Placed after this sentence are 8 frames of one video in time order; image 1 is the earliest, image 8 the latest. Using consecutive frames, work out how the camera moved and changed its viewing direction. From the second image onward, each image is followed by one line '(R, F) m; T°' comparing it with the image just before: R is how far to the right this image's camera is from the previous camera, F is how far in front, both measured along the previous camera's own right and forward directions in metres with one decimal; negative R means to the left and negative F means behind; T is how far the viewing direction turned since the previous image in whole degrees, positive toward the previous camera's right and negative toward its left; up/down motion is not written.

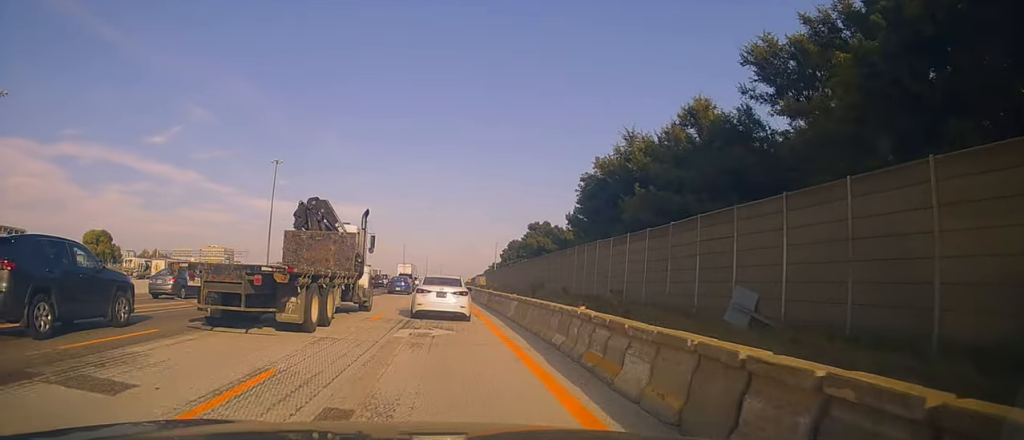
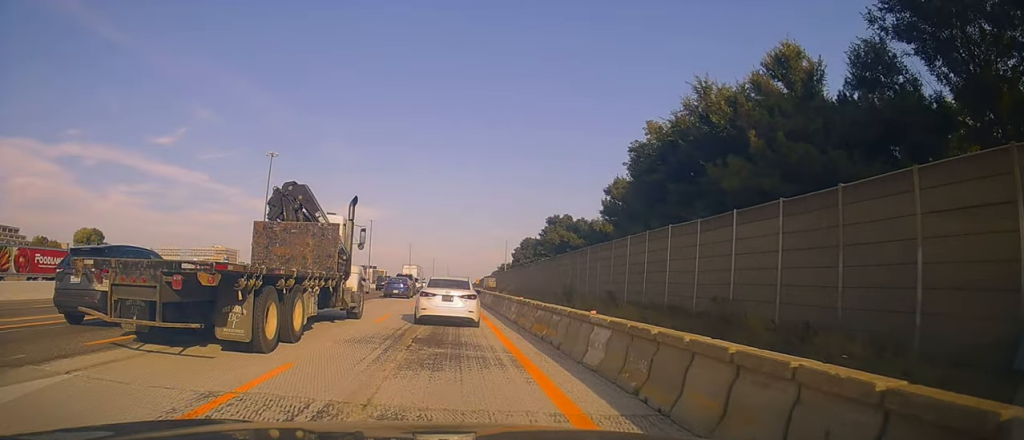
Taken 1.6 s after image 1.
(-0.1, +12.8) m; -5°
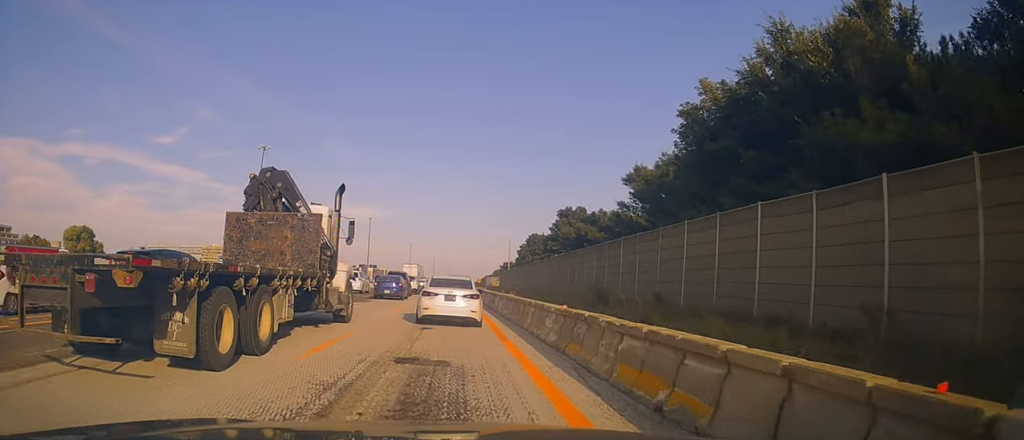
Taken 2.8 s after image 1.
(-0.5, +8.3) m; -1°
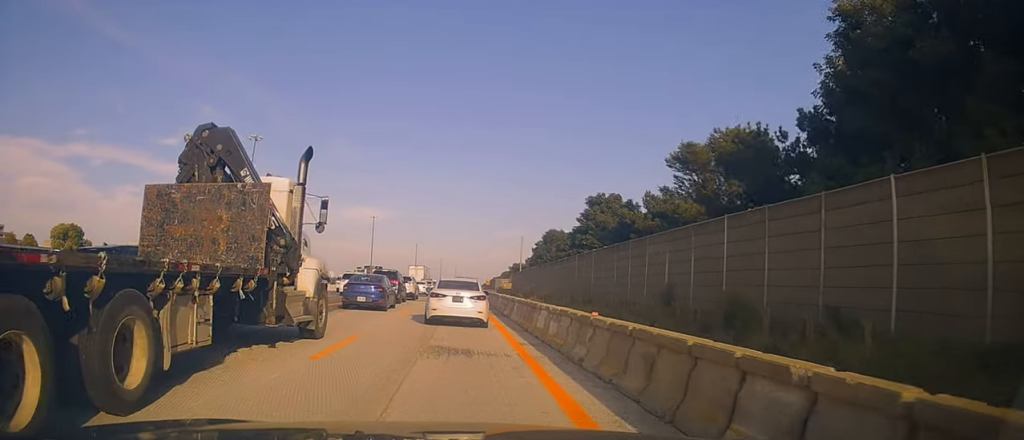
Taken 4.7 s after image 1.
(+0.5, +12.0) m; 0°
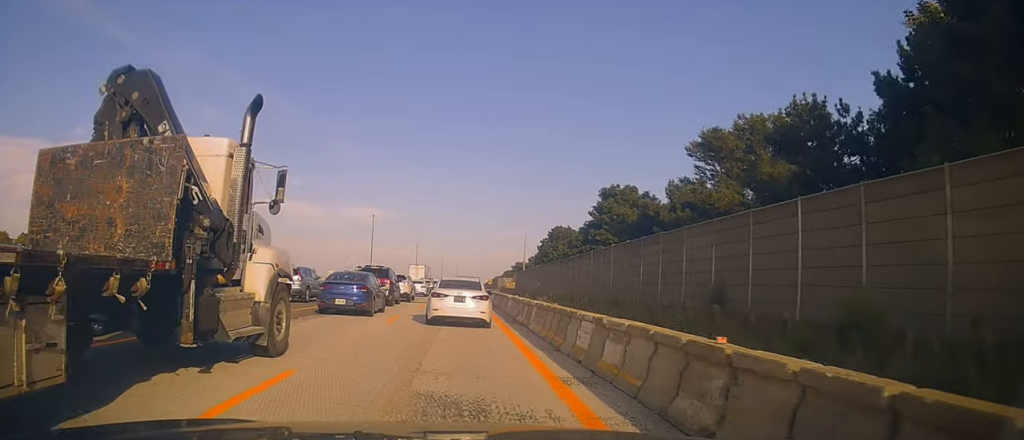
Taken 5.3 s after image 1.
(-0.2, +4.4) m; -3°
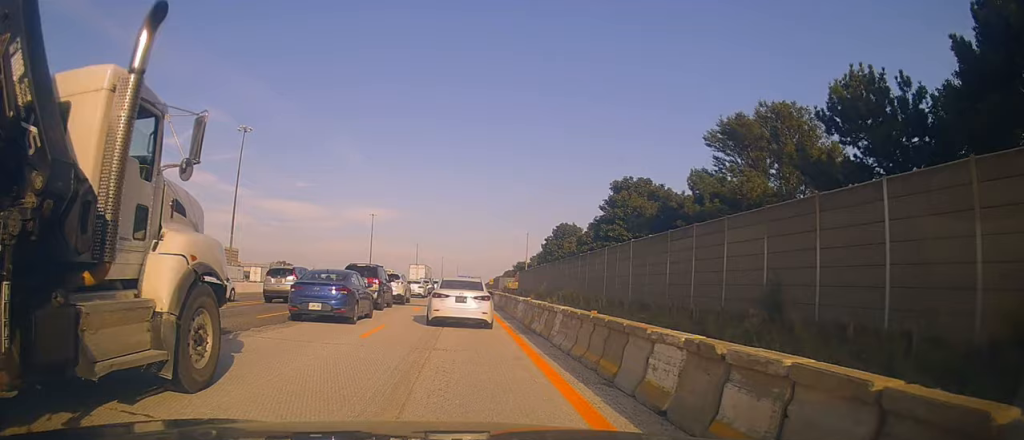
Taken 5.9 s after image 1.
(0.0, +3.7) m; 0°
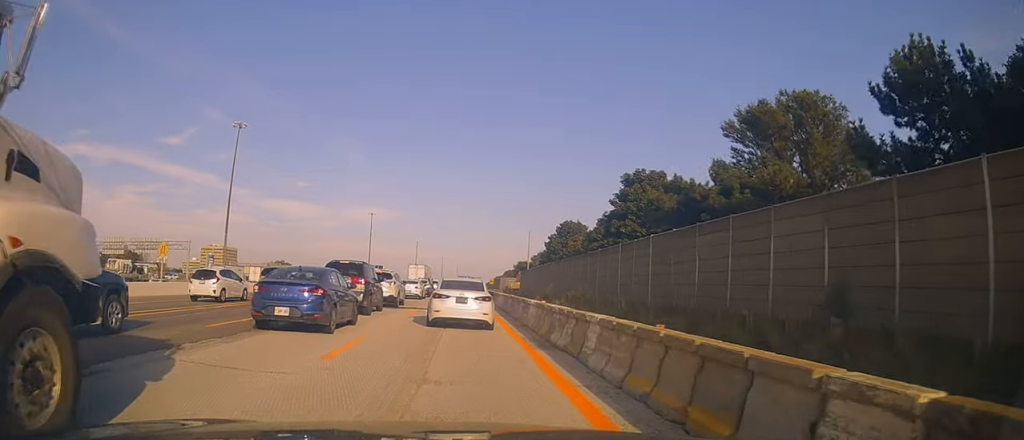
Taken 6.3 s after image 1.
(0.0, +3.3) m; 0°
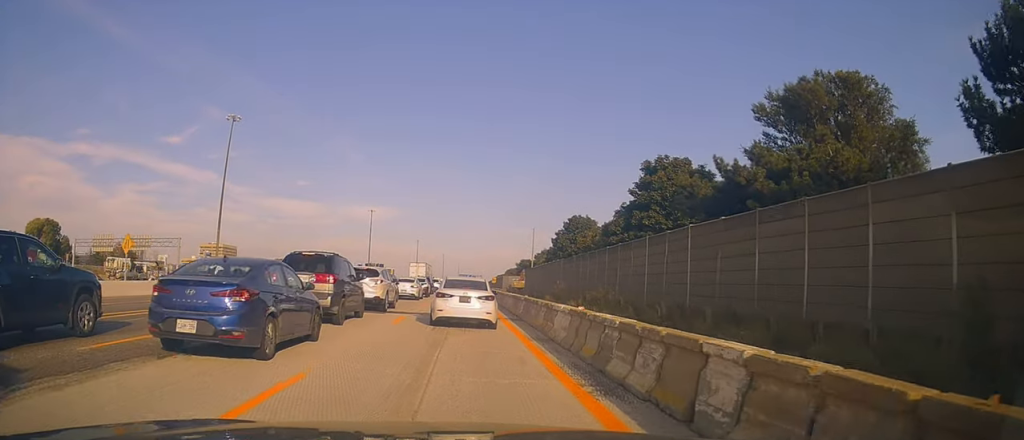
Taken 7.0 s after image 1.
(+0.1, +5.1) m; +3°
